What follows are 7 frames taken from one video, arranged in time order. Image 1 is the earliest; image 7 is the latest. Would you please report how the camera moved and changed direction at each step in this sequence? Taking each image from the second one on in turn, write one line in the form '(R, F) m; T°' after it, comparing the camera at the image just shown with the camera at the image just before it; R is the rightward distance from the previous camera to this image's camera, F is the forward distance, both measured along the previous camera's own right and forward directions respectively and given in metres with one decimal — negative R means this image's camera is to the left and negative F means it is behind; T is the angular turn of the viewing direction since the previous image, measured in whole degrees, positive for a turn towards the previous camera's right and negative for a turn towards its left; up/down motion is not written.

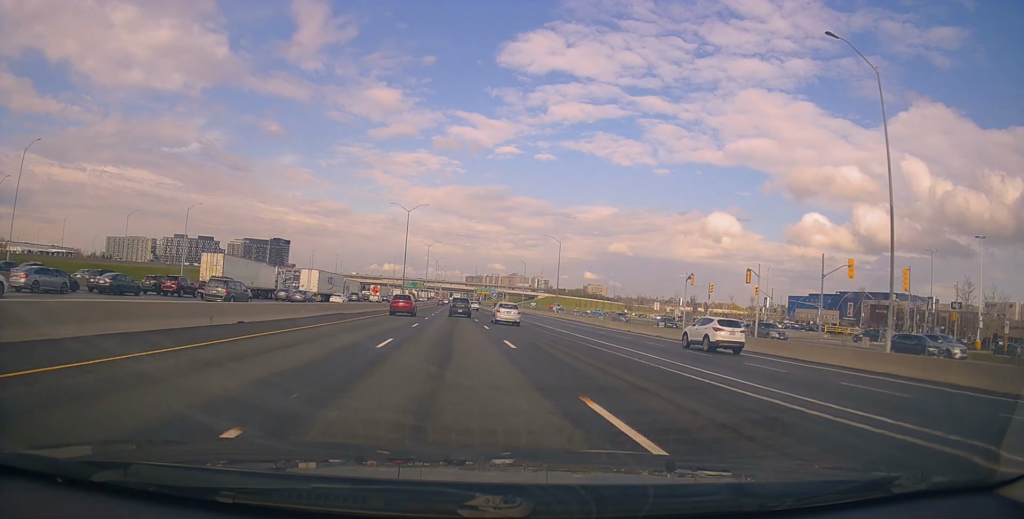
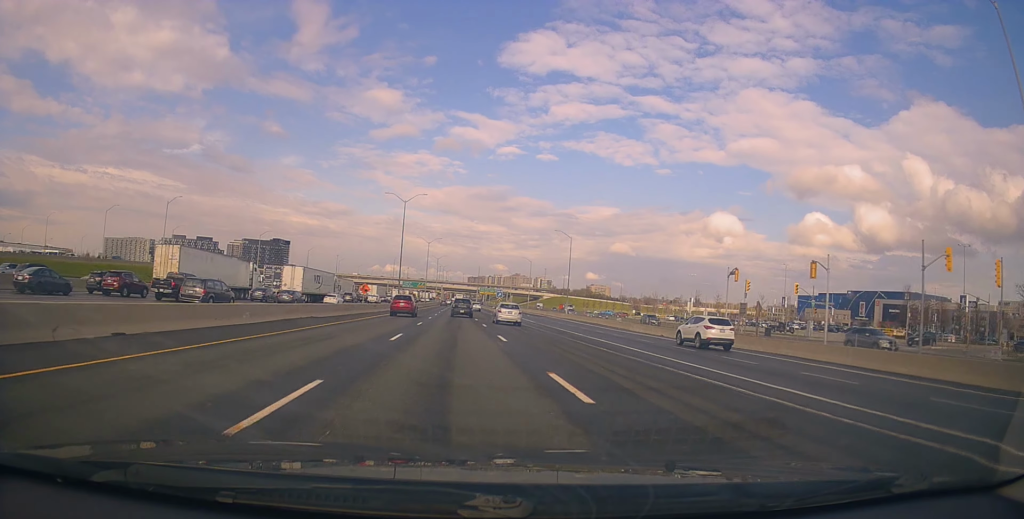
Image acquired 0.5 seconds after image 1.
(-0.1, +9.7) m; +1°
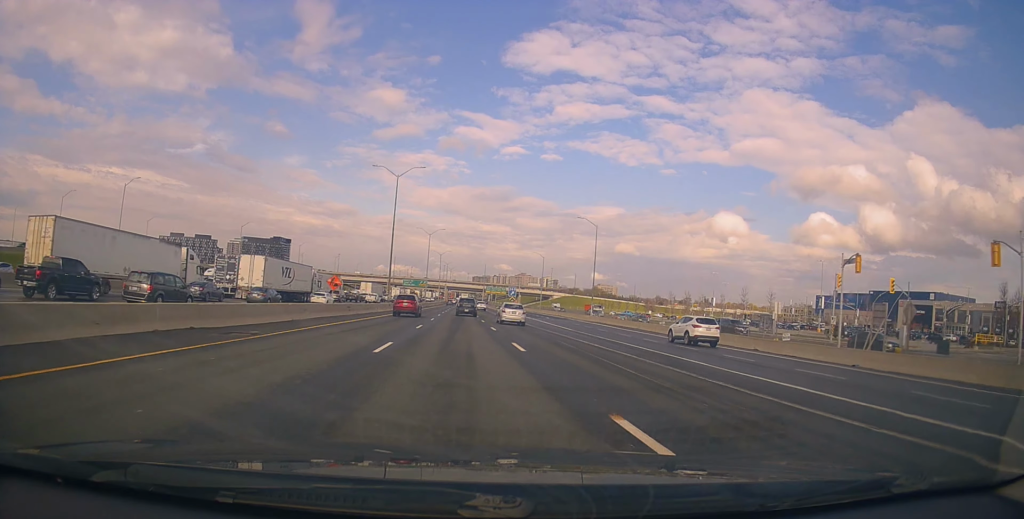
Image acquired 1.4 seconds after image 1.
(+0.3, +16.9) m; 0°
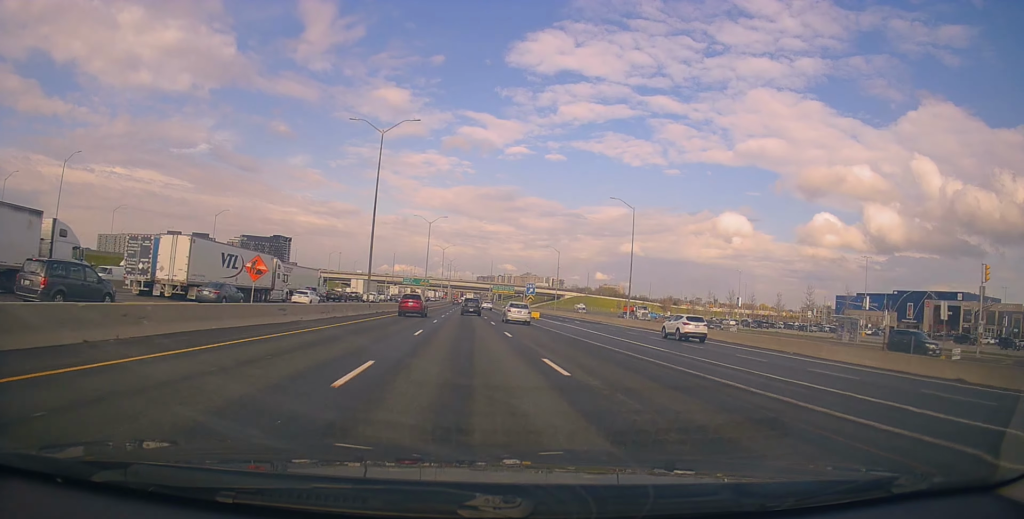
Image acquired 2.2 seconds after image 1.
(-0.3, +17.5) m; -2°
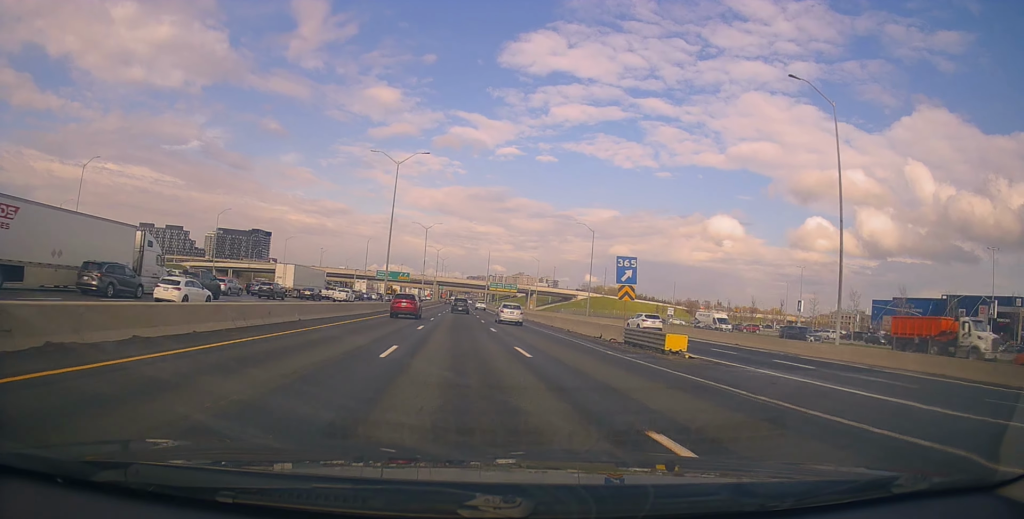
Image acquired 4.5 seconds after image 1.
(-0.1, +45.6) m; +2°
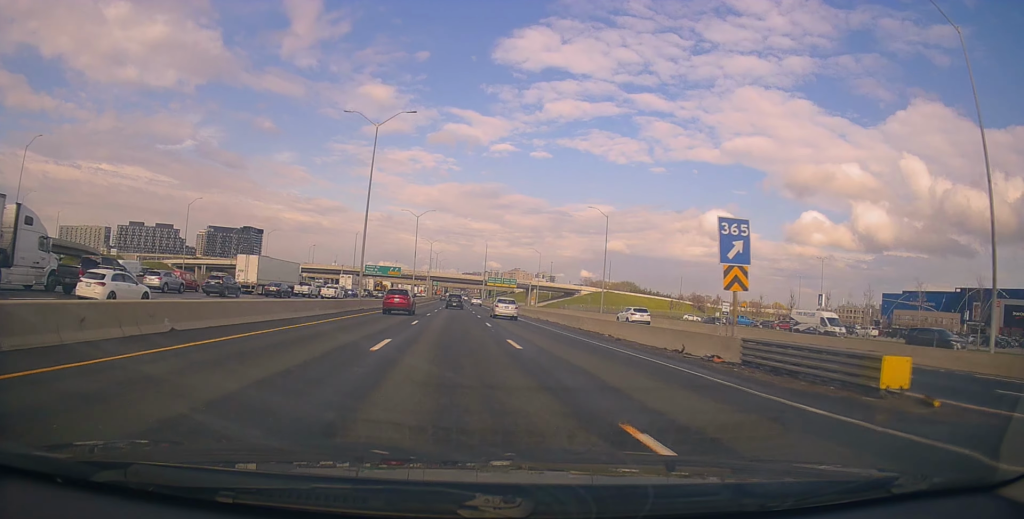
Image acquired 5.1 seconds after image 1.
(+0.1, +12.6) m; 0°
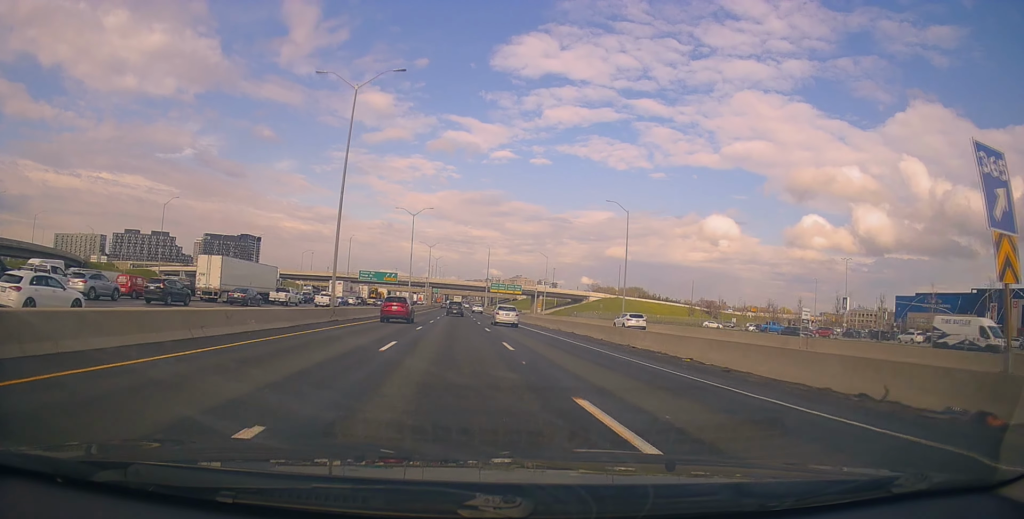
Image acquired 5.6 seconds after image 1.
(+0.1, +10.6) m; -1°
